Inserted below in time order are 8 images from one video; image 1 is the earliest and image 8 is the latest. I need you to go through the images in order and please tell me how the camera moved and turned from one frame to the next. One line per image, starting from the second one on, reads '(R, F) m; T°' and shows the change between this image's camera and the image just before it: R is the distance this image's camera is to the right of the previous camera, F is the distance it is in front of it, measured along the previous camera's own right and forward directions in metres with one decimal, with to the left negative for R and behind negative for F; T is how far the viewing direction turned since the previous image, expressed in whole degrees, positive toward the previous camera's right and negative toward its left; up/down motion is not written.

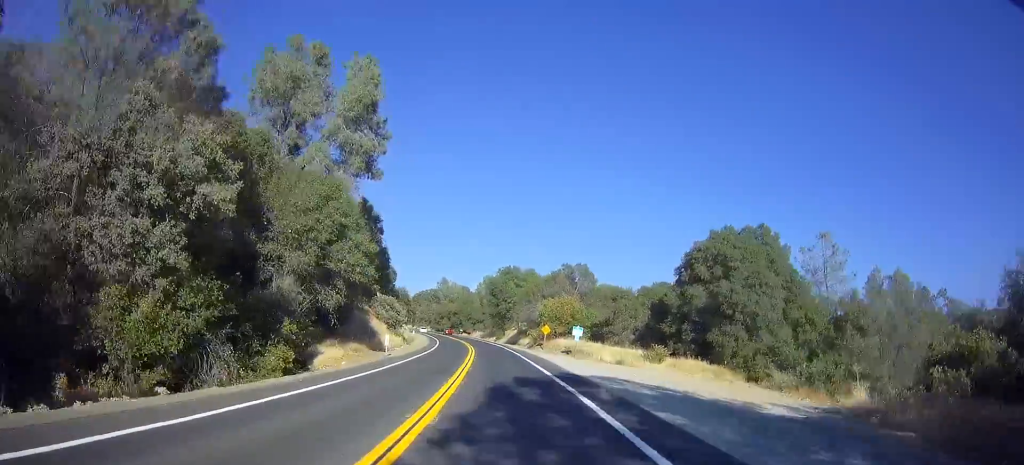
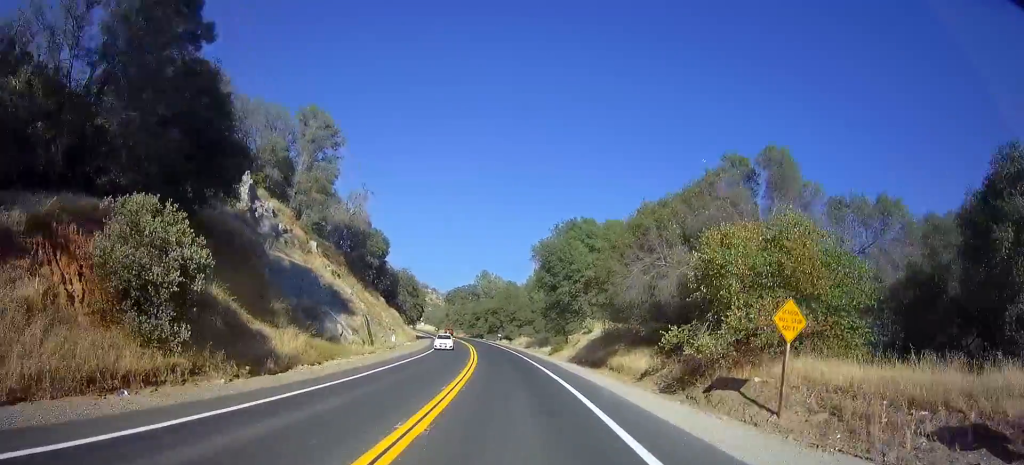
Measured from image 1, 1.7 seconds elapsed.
(-1.3, +45.2) m; -5°
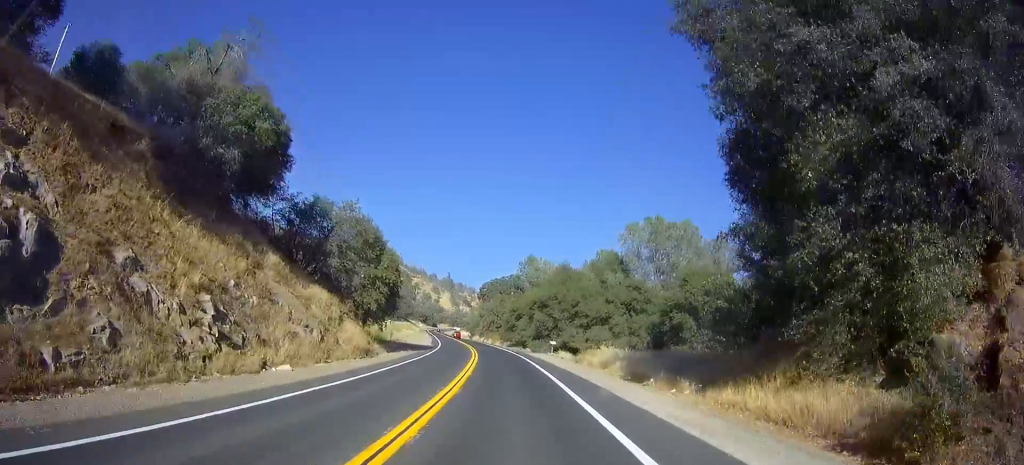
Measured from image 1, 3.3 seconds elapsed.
(-2.6, +44.1) m; -8°
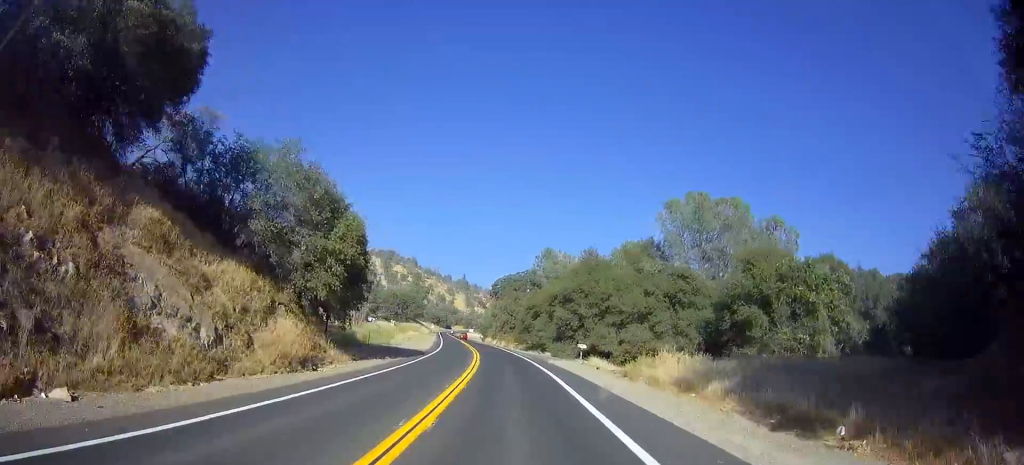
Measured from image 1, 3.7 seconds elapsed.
(+0.4, +13.1) m; -4°
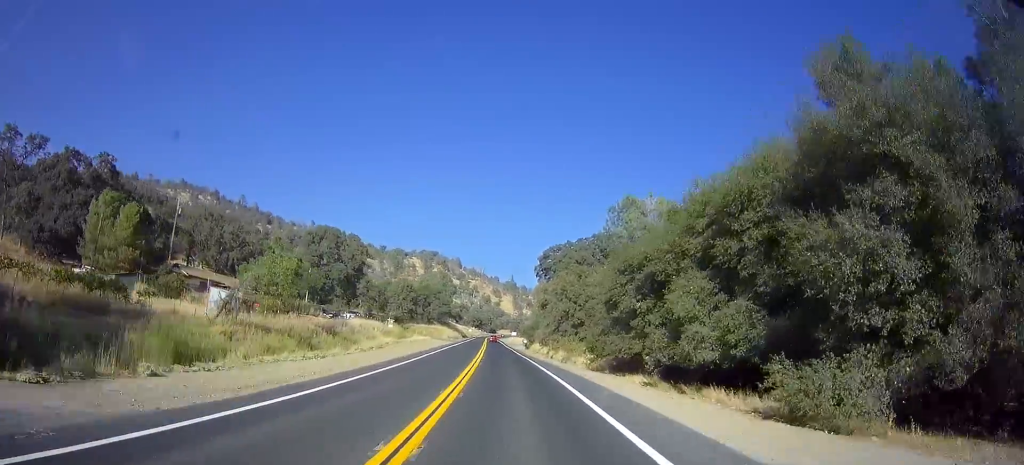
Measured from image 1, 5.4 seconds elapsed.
(-3.1, +45.6) m; -3°
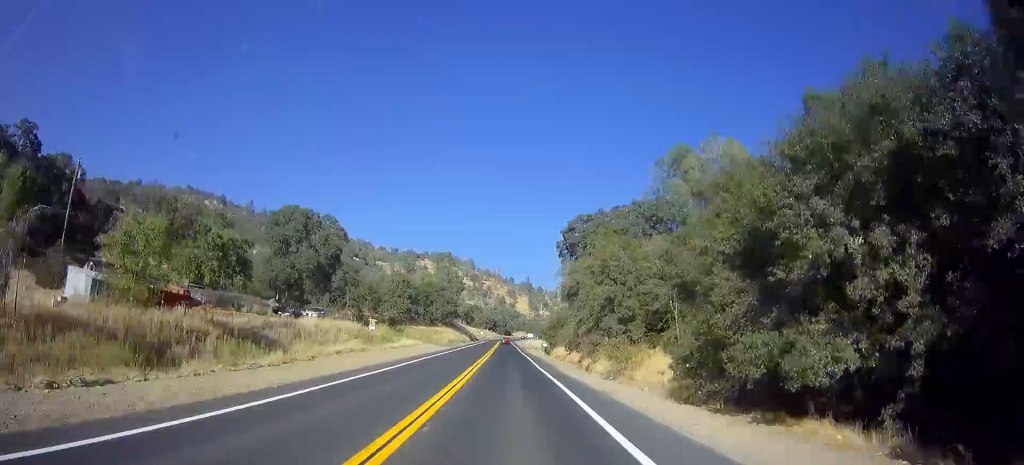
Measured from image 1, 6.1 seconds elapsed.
(+0.1, +19.9) m; 0°
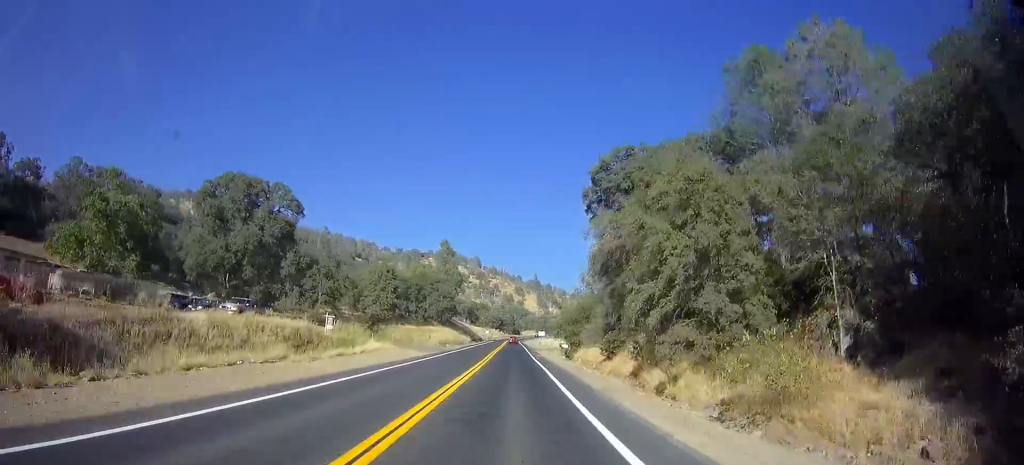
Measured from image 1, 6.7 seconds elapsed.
(-0.3, +19.2) m; -1°
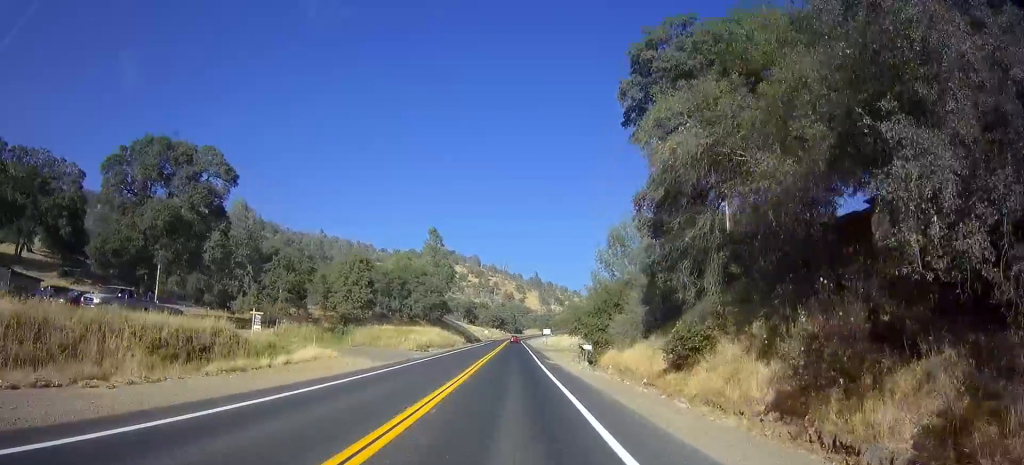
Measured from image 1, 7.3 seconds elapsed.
(+0.1, +15.5) m; 0°
